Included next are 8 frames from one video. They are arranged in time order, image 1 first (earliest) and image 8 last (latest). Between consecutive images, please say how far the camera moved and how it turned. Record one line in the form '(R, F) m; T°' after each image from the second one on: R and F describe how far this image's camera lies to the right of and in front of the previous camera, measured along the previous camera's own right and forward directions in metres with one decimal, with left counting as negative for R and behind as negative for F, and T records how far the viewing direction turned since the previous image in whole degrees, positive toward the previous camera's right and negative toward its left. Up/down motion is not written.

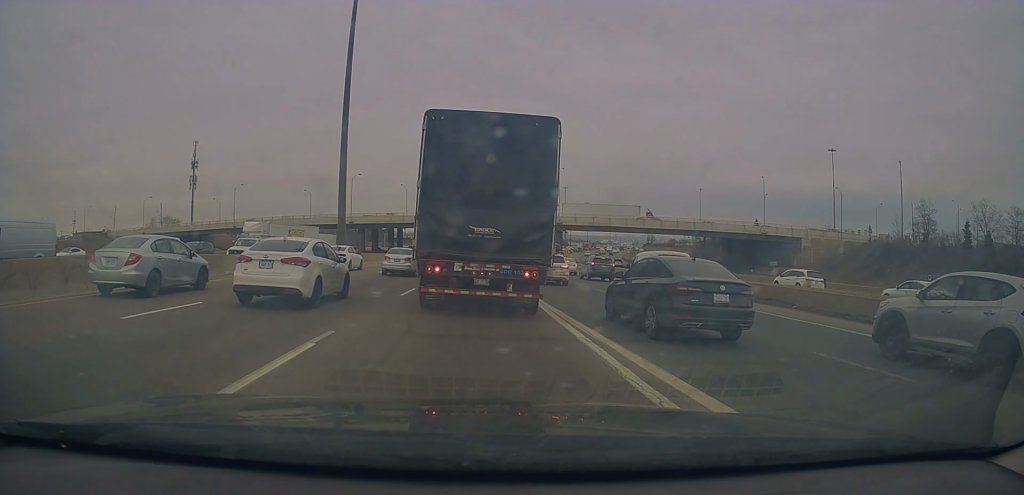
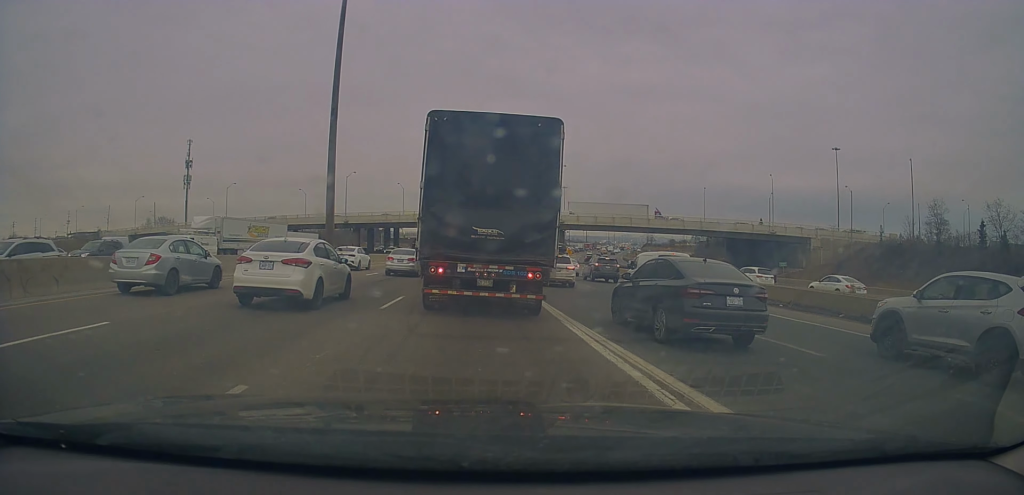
(-0.1, +3.3) m; -1°
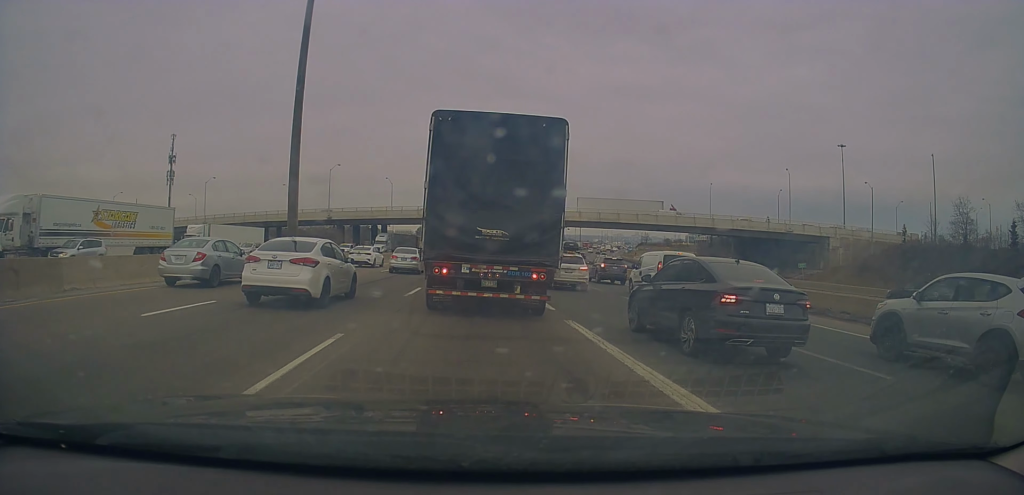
(0.0, +7.4) m; +4°
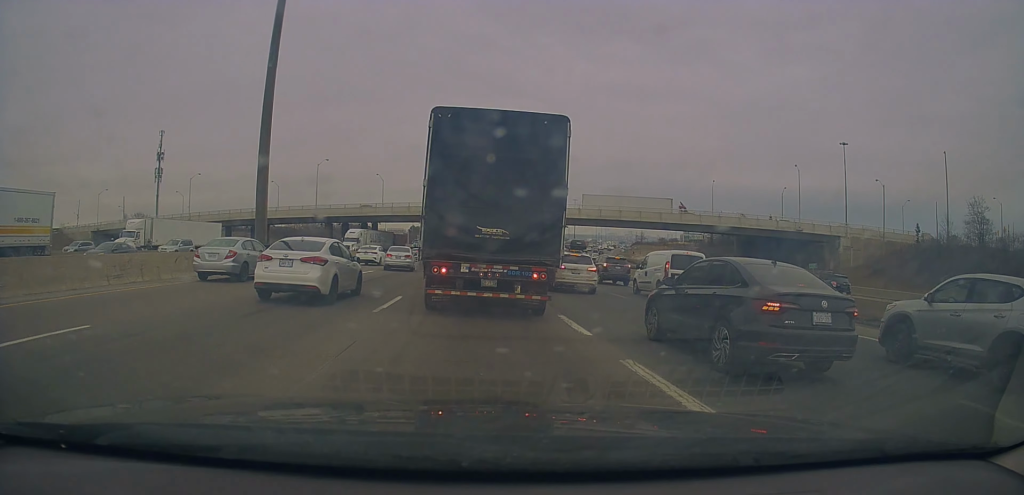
(+0.3, +4.6) m; 0°
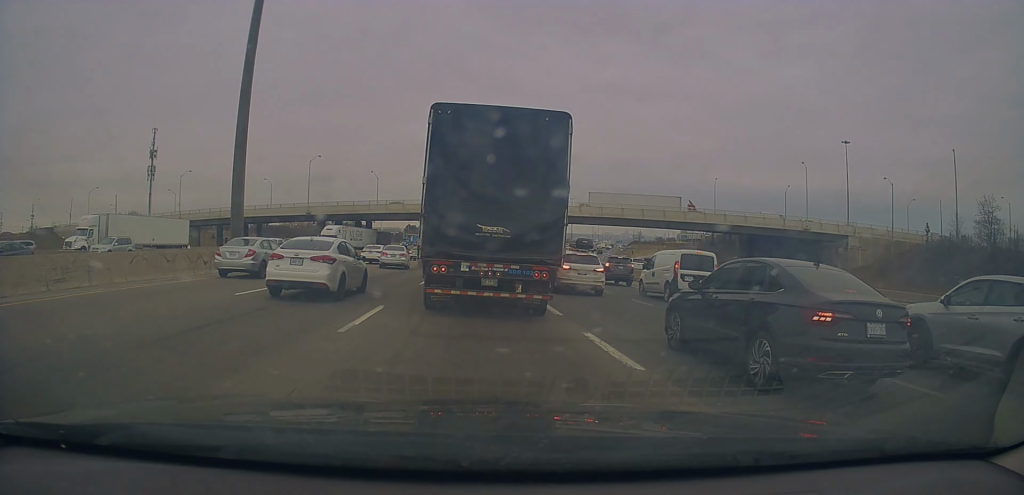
(-0.1, +2.9) m; 0°
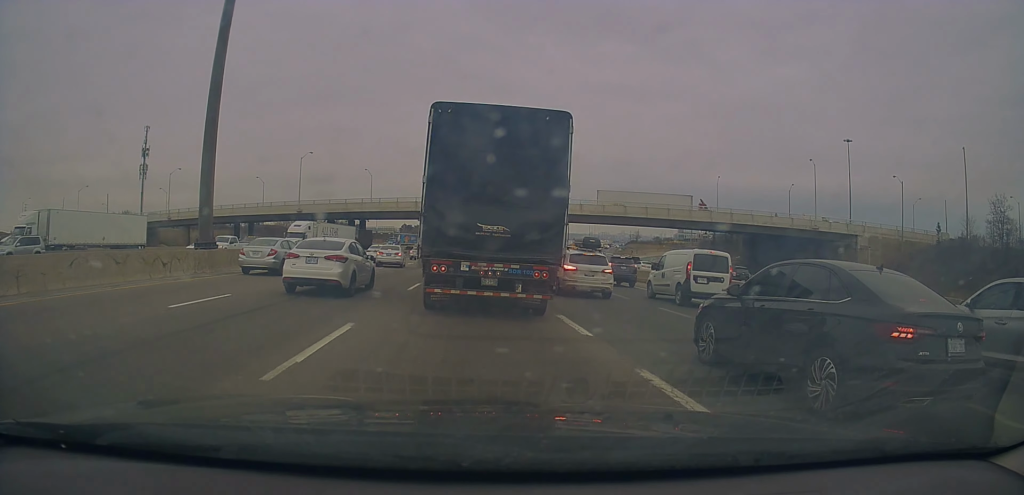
(-0.2, +3.3) m; 0°
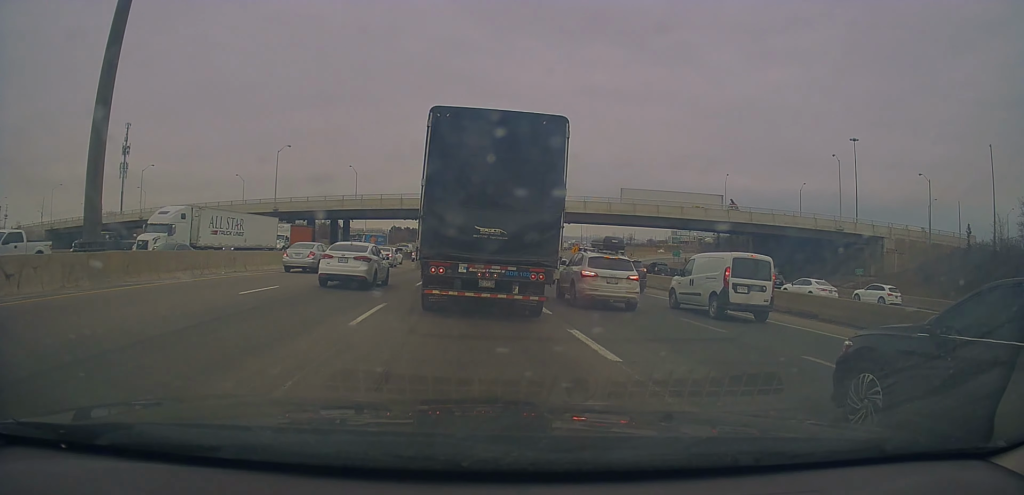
(+0.1, +8.6) m; -3°
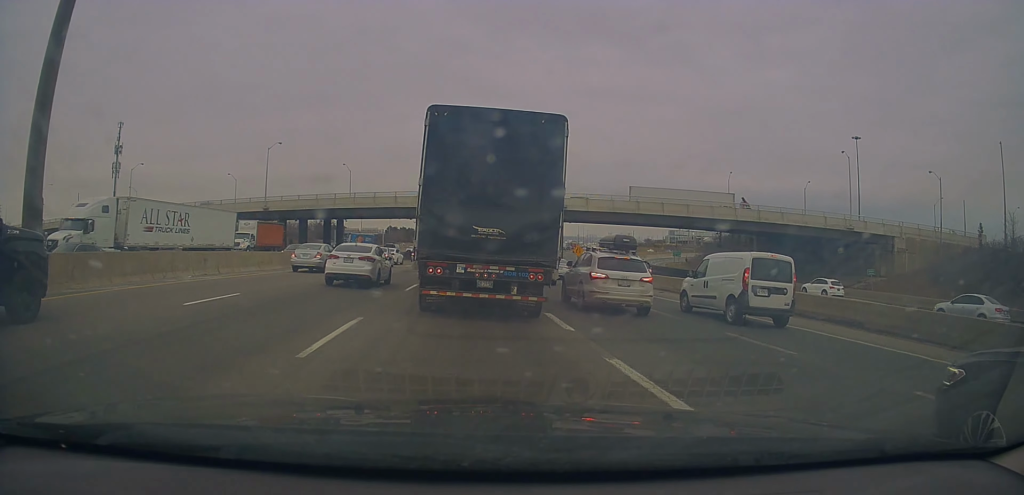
(-0.2, +2.7) m; -1°
